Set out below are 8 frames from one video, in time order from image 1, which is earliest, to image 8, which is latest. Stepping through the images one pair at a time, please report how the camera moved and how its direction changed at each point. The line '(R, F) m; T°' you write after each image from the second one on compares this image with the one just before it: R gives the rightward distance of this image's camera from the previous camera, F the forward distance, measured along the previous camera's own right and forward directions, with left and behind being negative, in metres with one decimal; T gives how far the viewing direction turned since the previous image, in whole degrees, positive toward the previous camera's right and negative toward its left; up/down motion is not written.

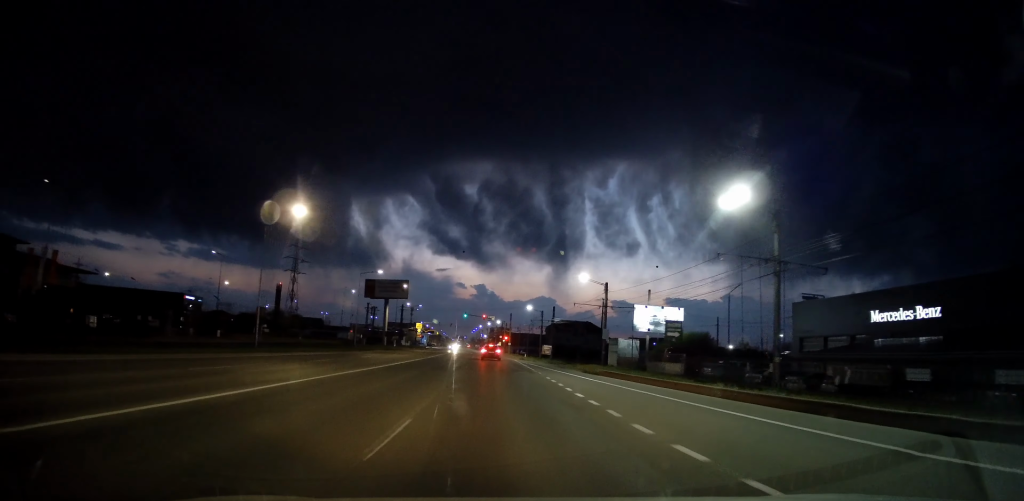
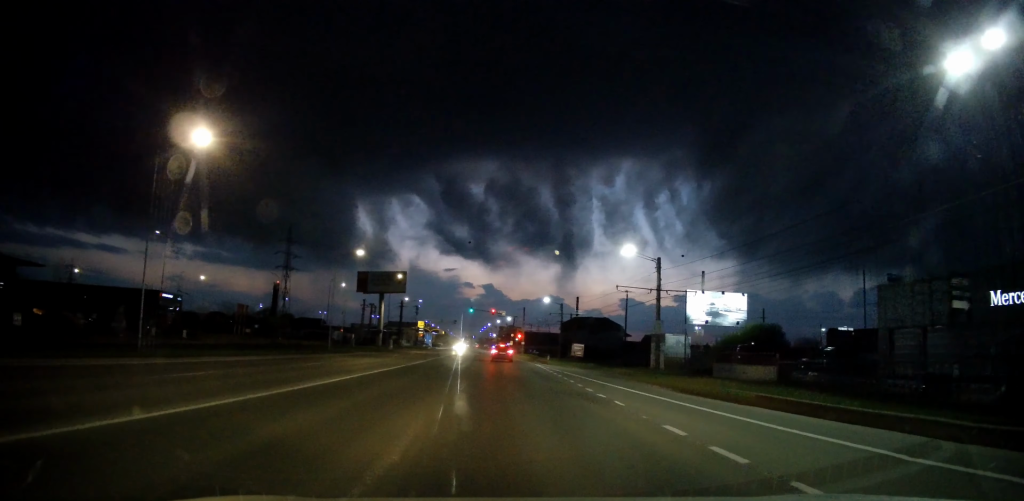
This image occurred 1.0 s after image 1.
(+0.1, +14.6) m; 0°
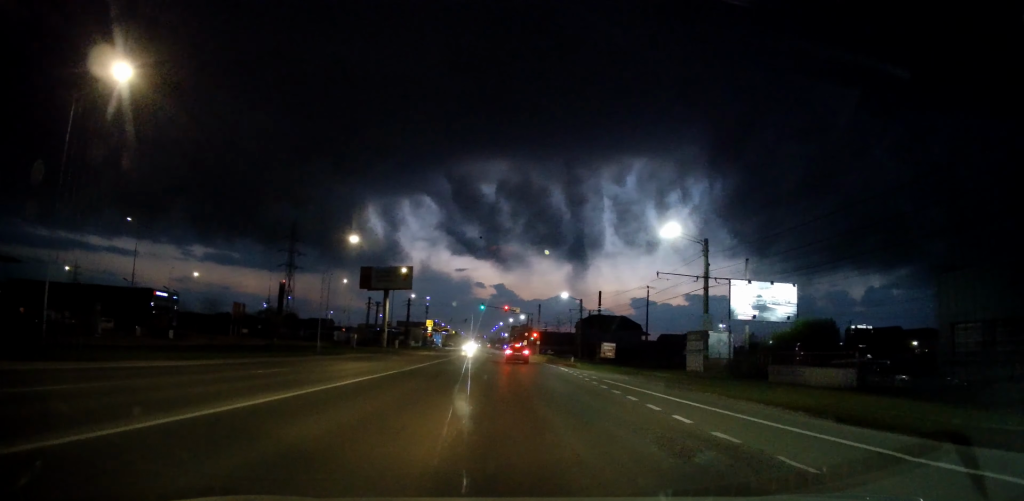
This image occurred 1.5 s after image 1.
(0.0, +7.0) m; 0°
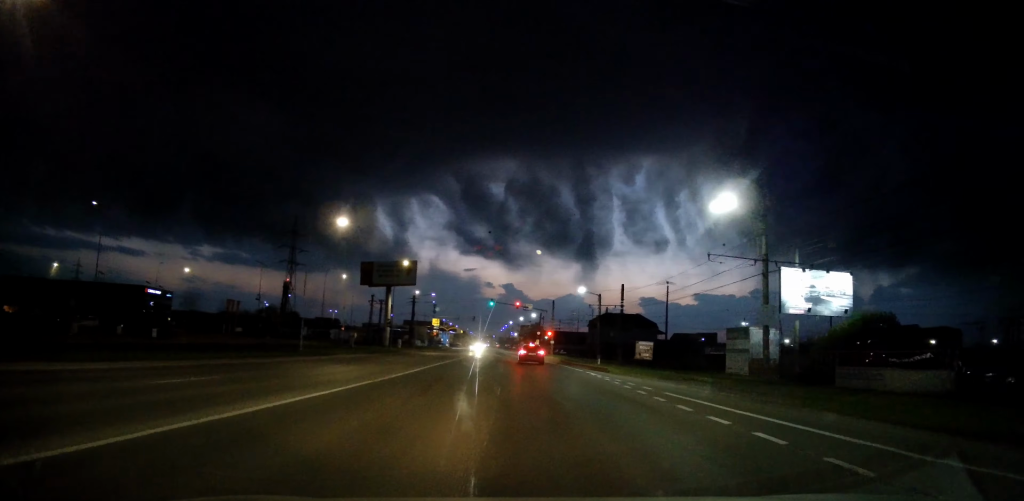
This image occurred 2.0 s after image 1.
(0.0, +6.3) m; 0°
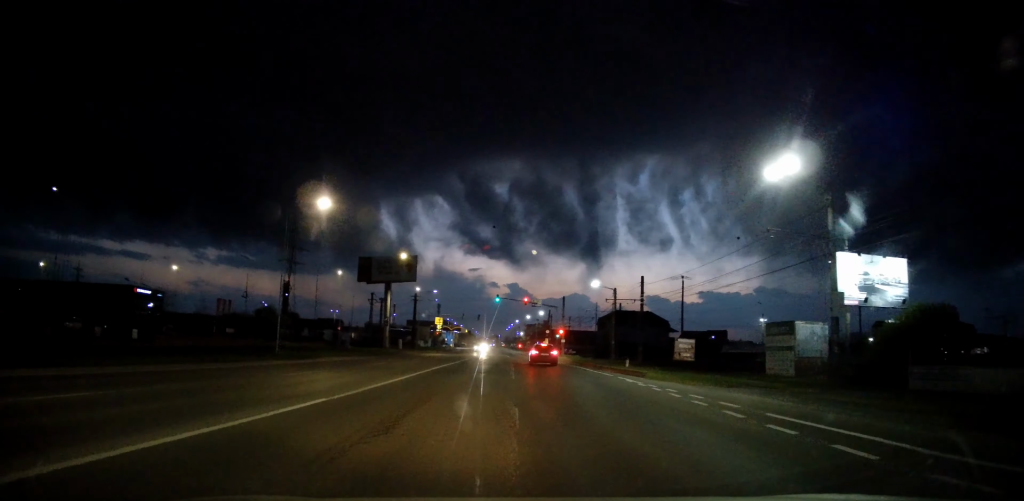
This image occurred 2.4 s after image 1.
(0.0, +5.3) m; -1°
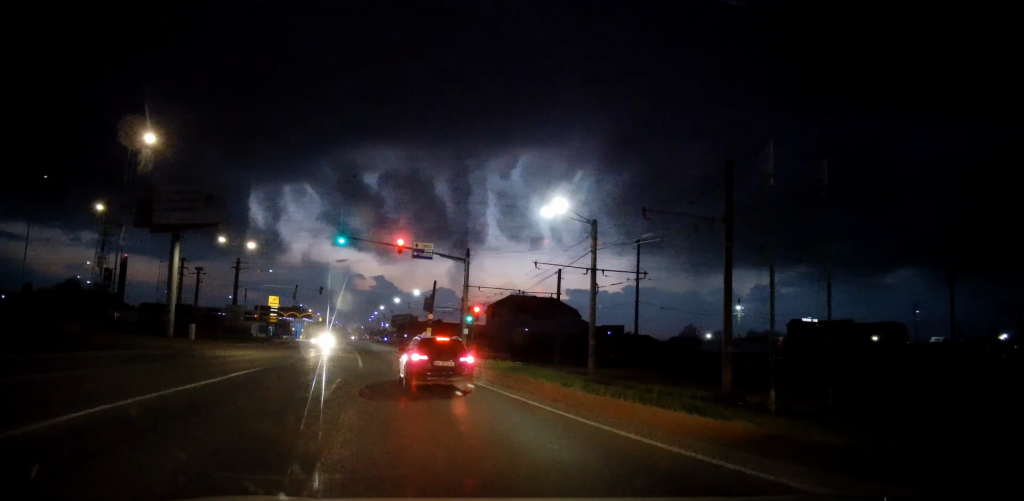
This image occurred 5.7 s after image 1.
(+0.7, +34.3) m; +8°
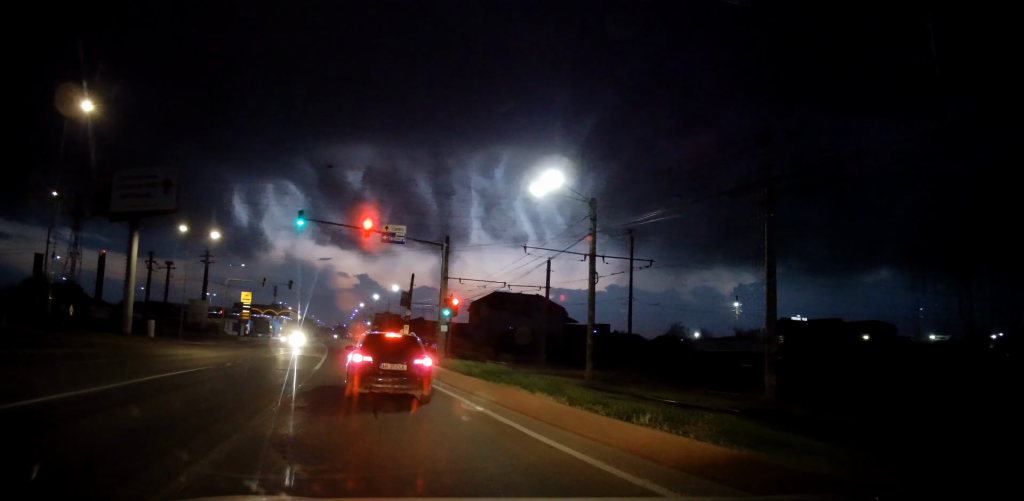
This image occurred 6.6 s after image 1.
(+0.1, +5.2) m; +2°
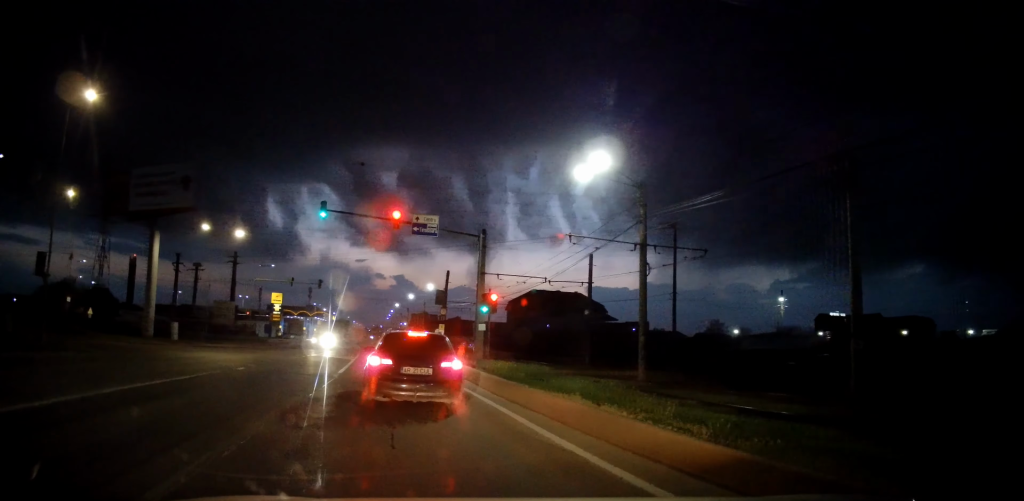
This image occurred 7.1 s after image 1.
(+0.1, +2.6) m; 0°
